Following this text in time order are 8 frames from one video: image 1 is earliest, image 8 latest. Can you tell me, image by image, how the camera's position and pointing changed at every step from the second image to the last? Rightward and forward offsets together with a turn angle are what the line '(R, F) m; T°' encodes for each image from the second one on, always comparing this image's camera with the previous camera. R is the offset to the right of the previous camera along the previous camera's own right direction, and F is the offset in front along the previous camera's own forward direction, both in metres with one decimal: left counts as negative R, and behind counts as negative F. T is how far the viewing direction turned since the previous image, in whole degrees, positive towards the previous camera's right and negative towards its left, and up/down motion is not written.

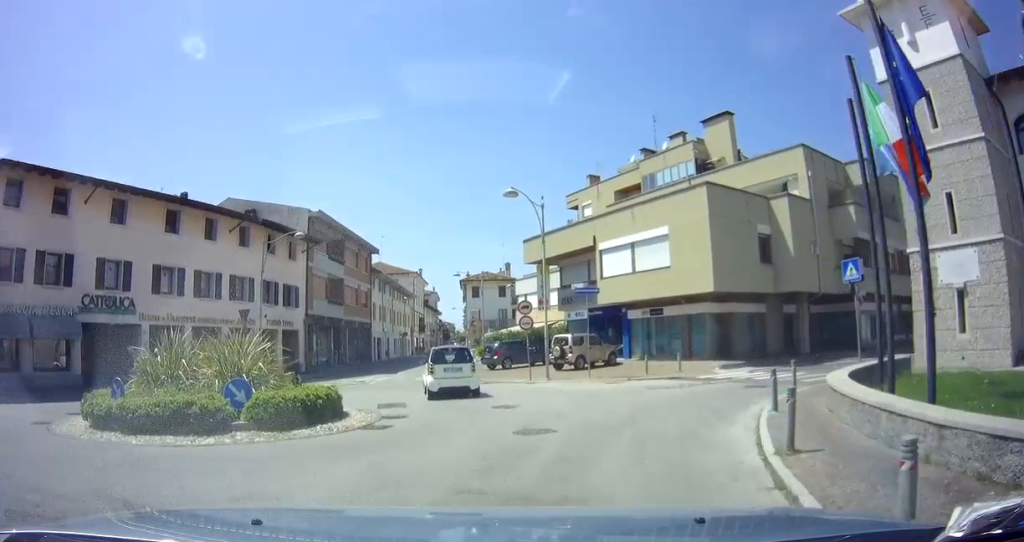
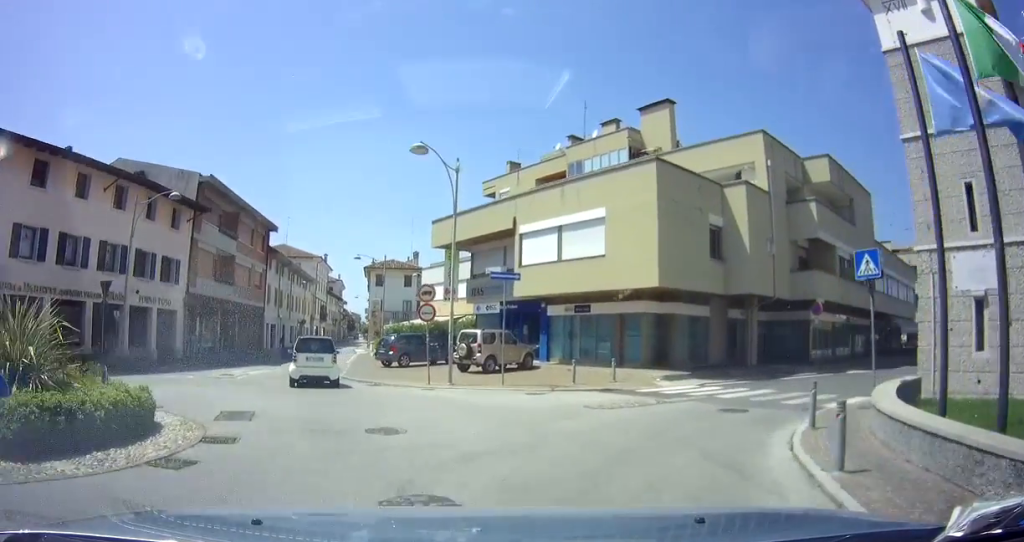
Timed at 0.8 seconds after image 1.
(+0.7, +4.5) m; +14°
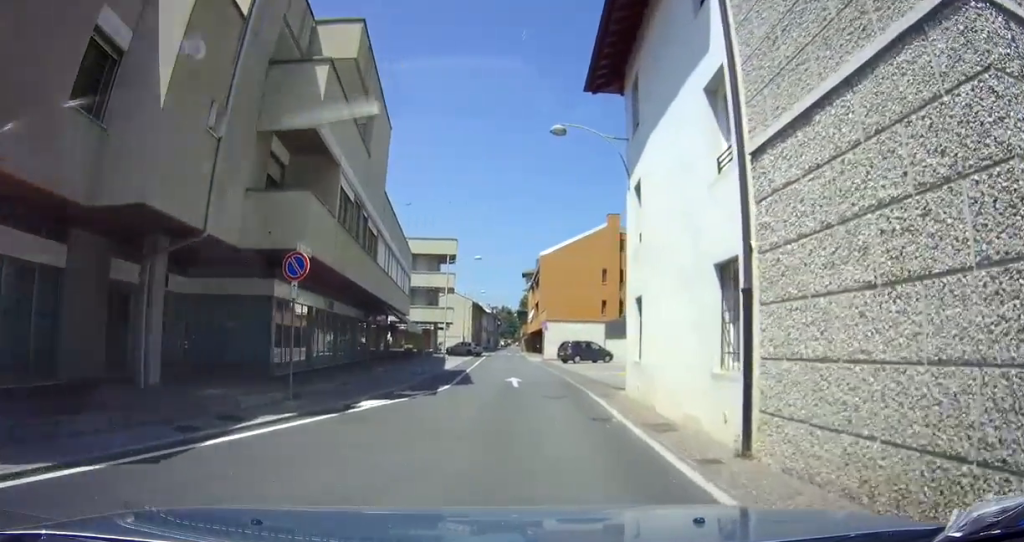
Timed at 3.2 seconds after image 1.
(+4.7, +13.2) m; +41°
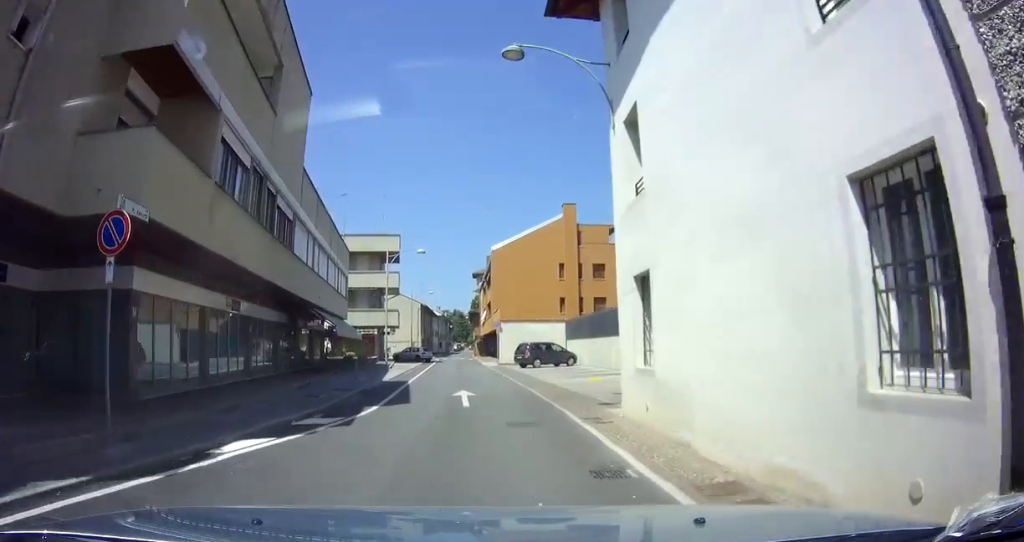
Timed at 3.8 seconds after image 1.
(+0.6, +4.4) m; +4°
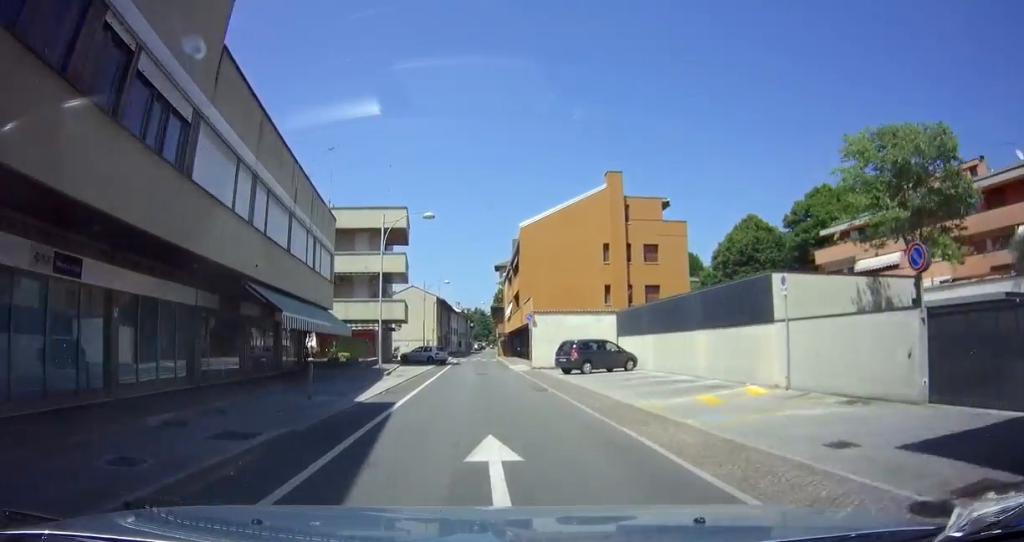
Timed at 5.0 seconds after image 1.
(+0.3, +8.6) m; +1°
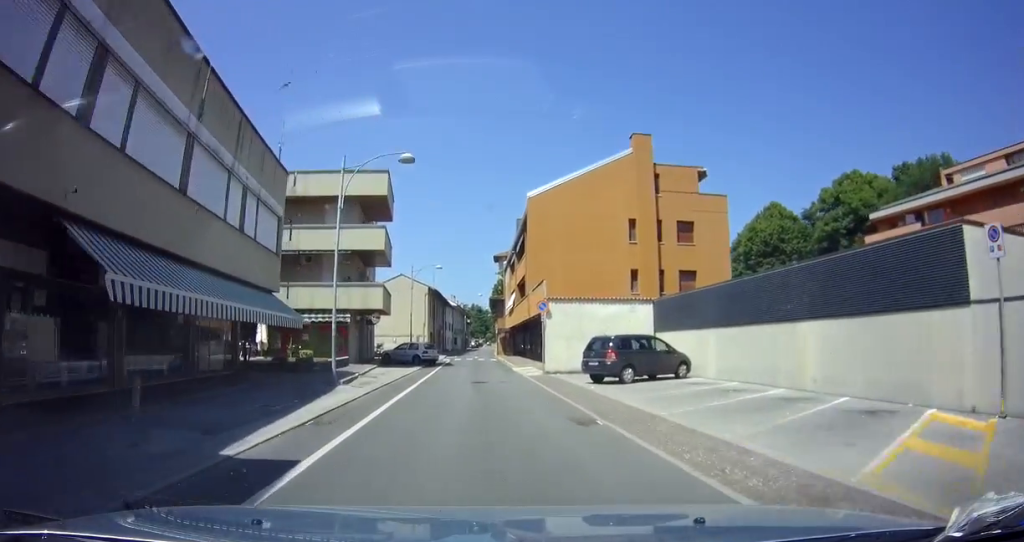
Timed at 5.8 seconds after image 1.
(-0.1, +6.8) m; 0°
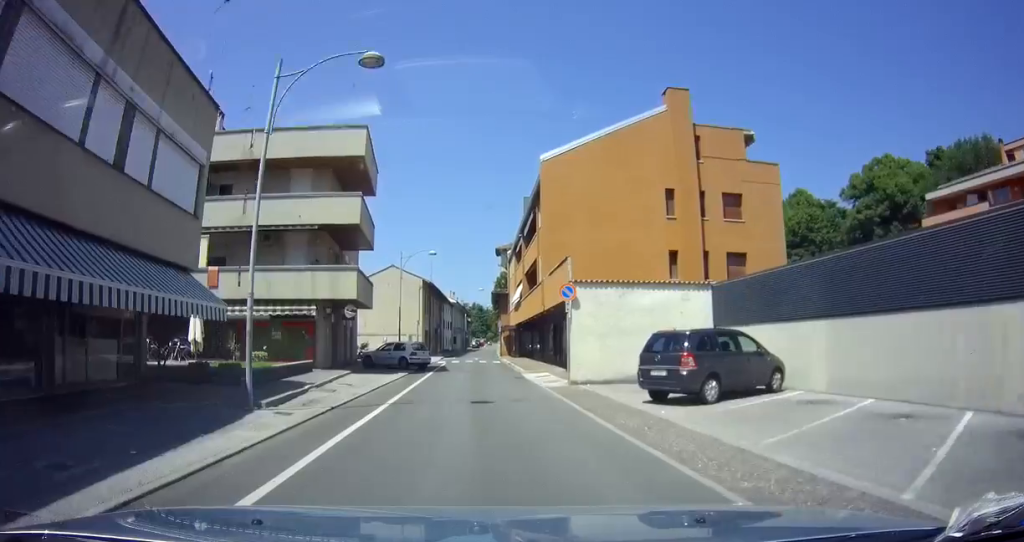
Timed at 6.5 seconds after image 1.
(0.0, +5.9) m; +2°
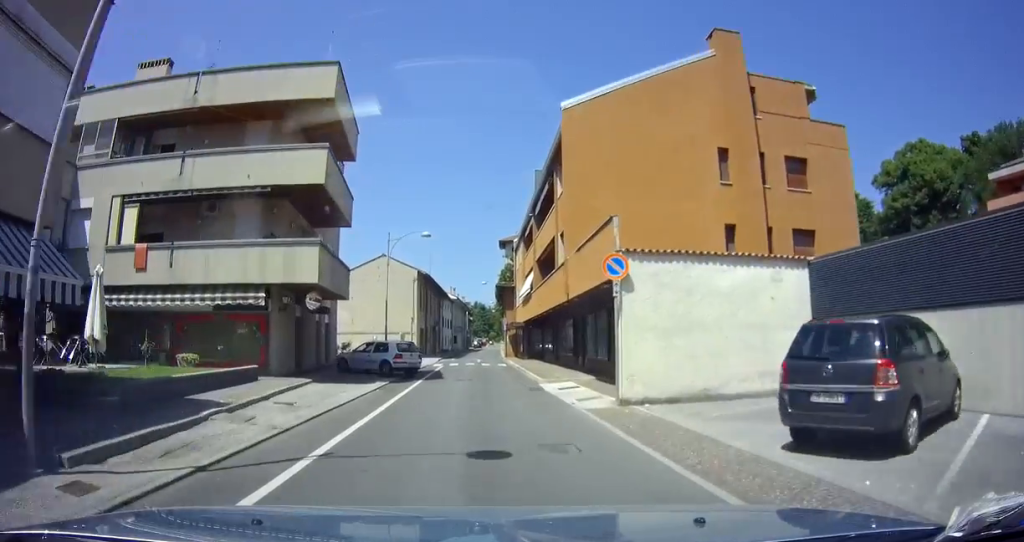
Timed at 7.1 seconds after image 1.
(0.0, +5.9) m; +3°
